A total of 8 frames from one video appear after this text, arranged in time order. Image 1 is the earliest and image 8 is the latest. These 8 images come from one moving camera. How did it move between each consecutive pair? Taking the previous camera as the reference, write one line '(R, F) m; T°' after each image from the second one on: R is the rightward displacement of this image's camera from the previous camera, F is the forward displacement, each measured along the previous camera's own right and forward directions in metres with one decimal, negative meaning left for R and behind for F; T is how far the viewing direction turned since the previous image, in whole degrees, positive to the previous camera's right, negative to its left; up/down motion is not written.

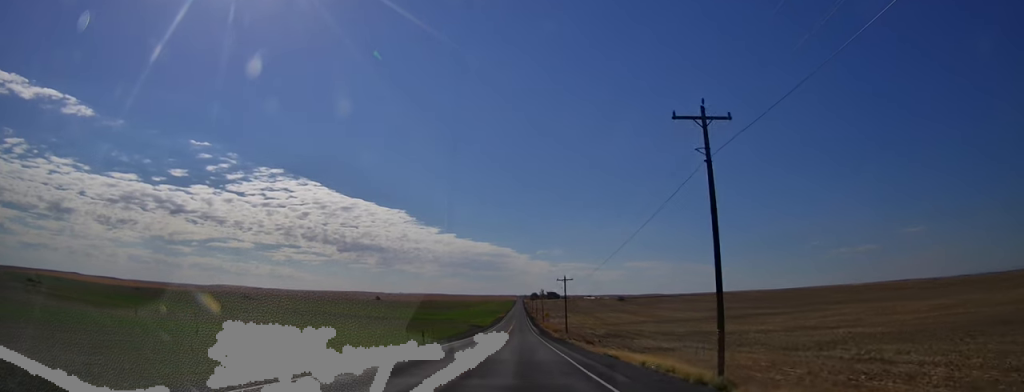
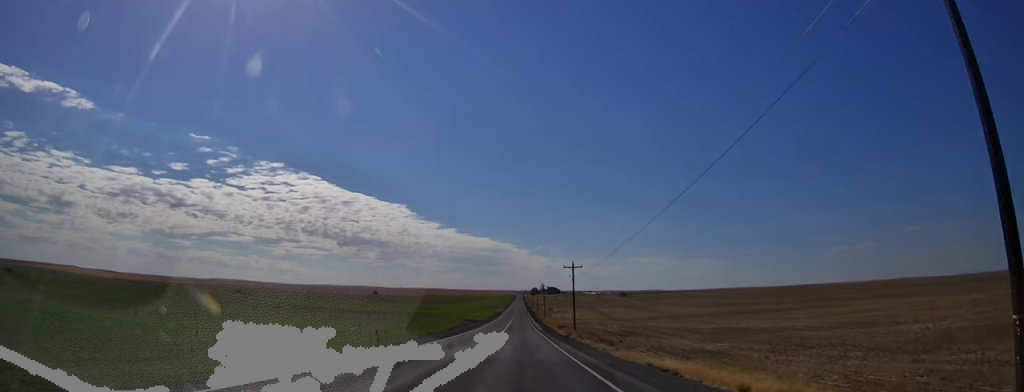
(0.0, +13.5) m; 0°
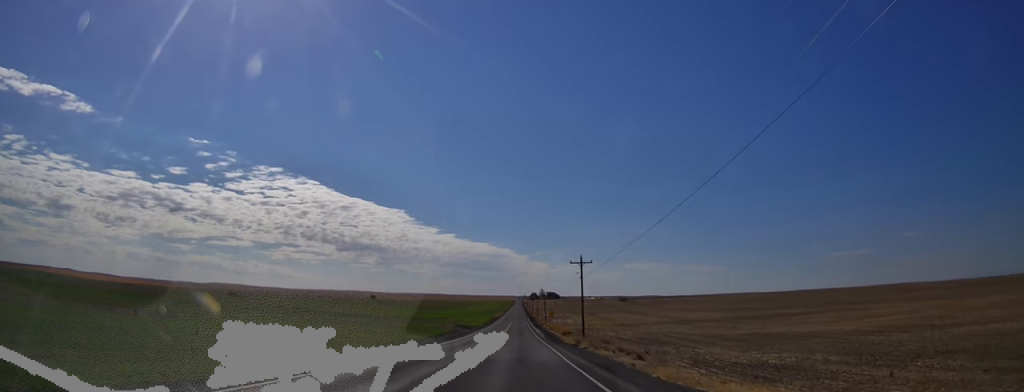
(0.0, +11.6) m; 0°
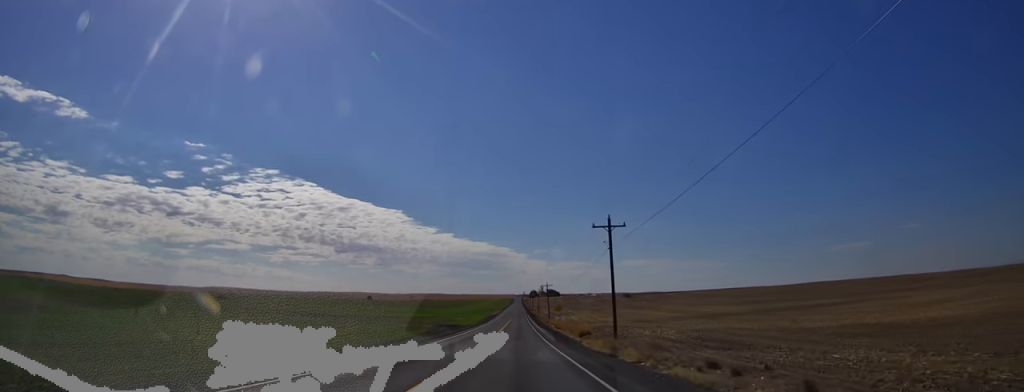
(-0.1, +21.4) m; +1°
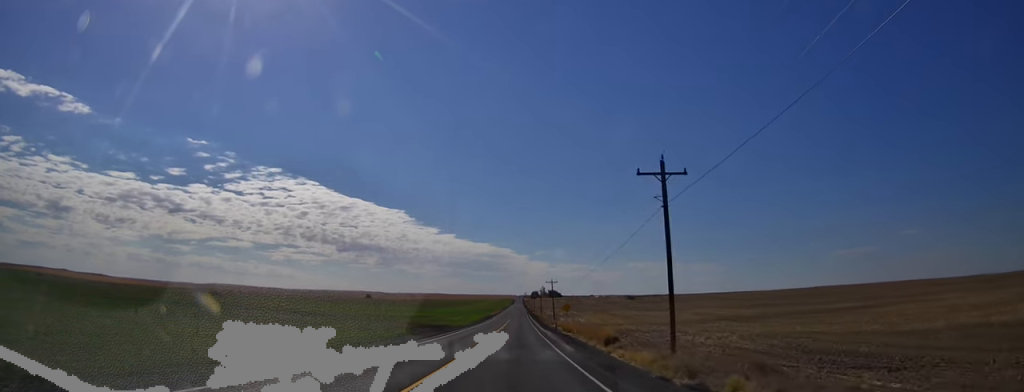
(+0.4, +15.6) m; 0°
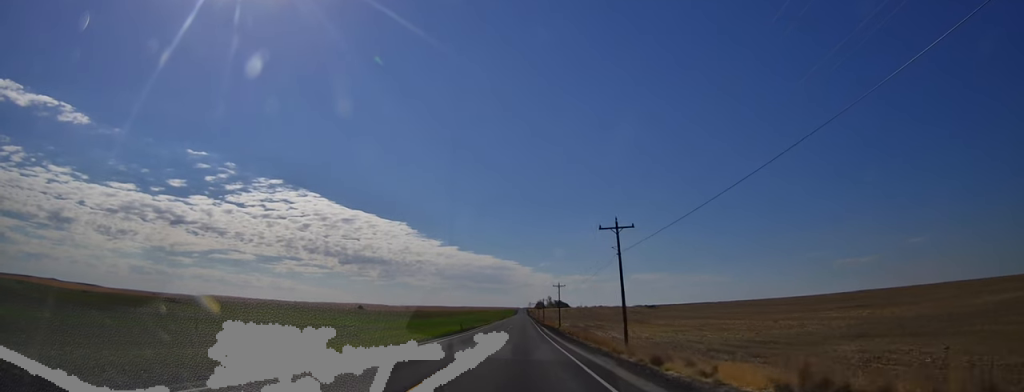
(-1.4, +75.1) m; -2°
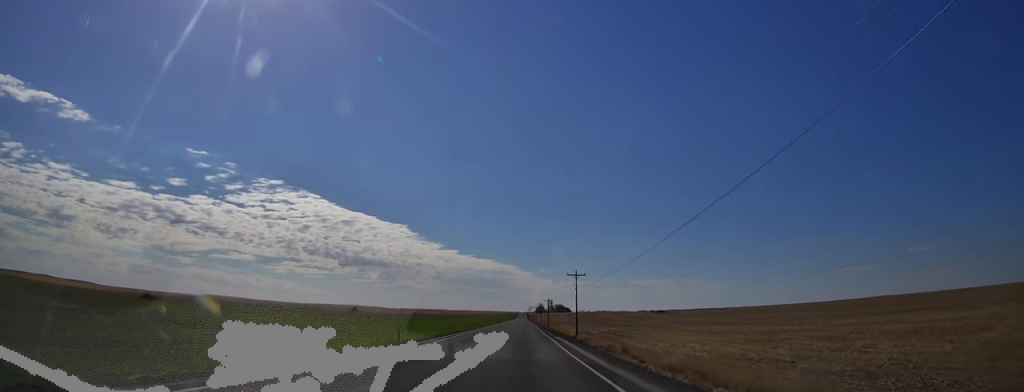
(0.0, +34.2) m; 0°
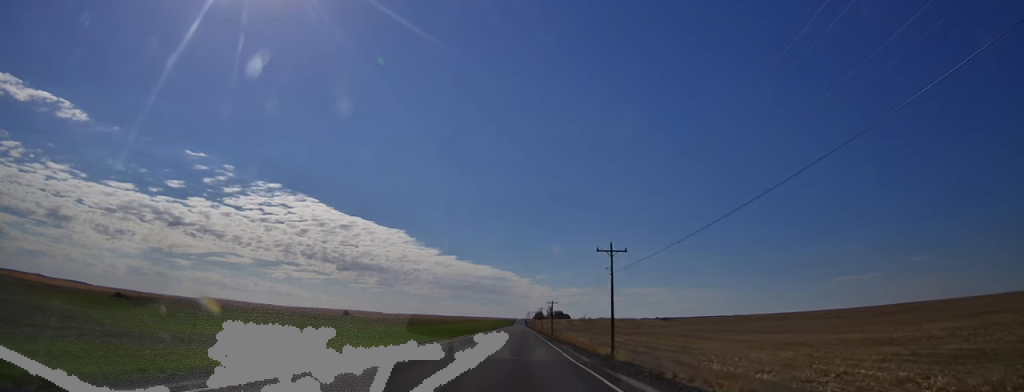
(0.0, +31.3) m; 0°
